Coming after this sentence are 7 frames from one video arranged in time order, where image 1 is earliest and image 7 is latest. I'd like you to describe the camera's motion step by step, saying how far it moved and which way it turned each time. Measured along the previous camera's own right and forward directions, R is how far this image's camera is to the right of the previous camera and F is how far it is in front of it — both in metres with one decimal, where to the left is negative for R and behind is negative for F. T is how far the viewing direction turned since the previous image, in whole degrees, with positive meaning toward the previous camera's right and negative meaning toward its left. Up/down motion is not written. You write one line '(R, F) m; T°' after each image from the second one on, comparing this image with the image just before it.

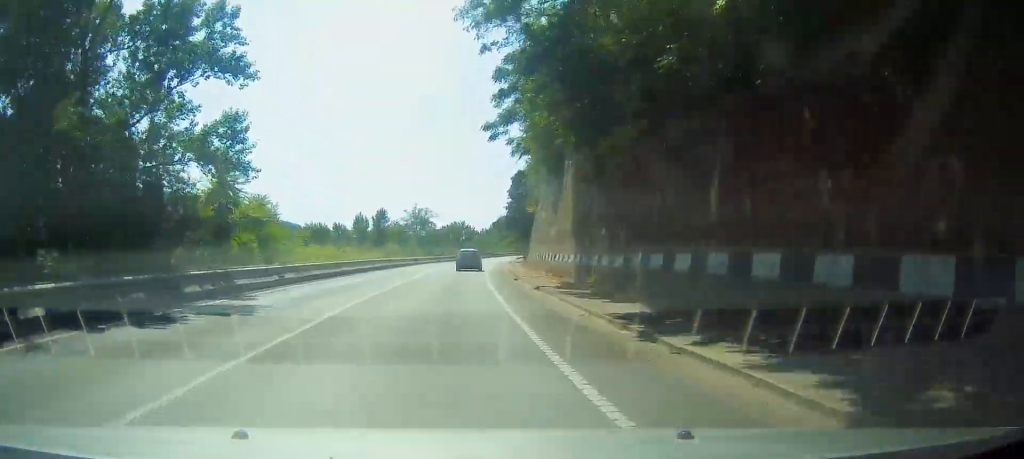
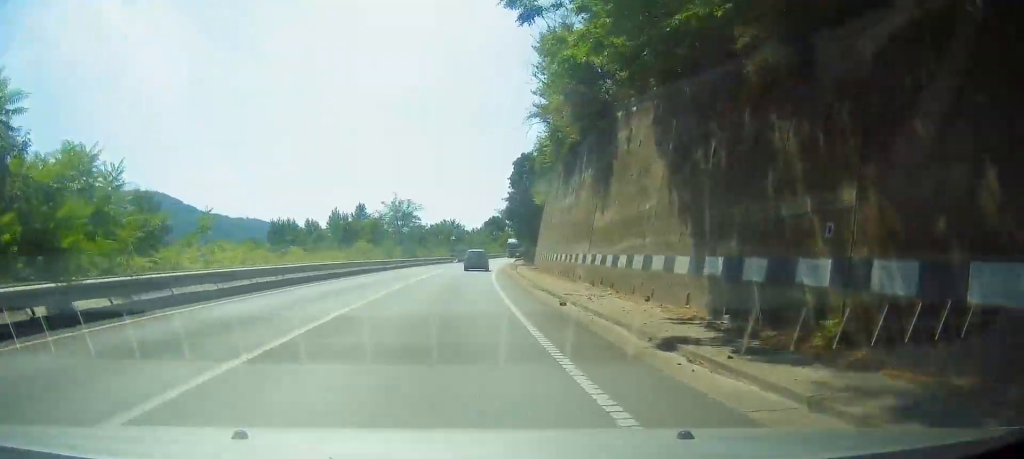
(+0.5, +15.5) m; +1°
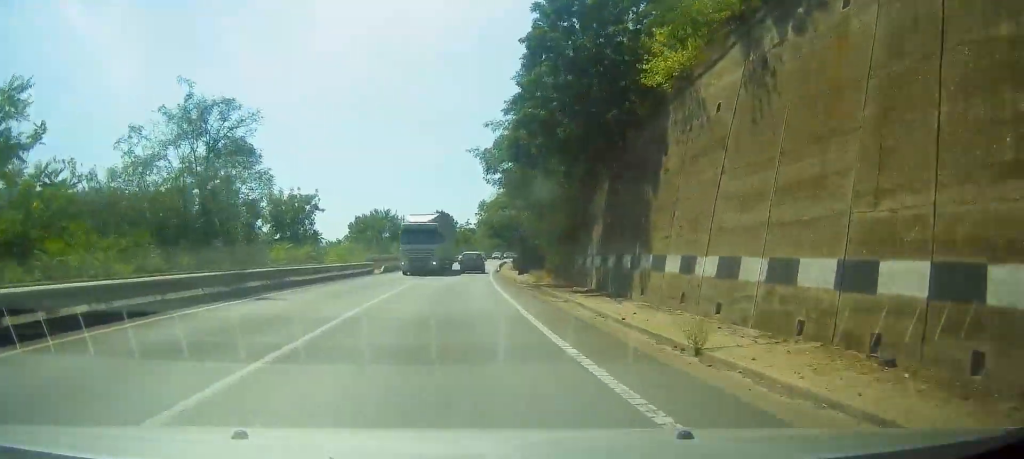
(+0.9, +46.6) m; +4°
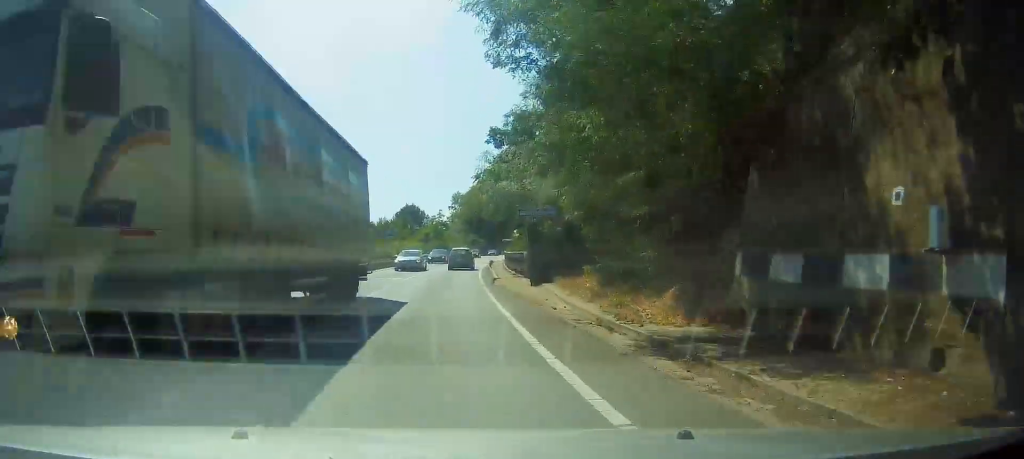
(+0.8, +19.0) m; +2°
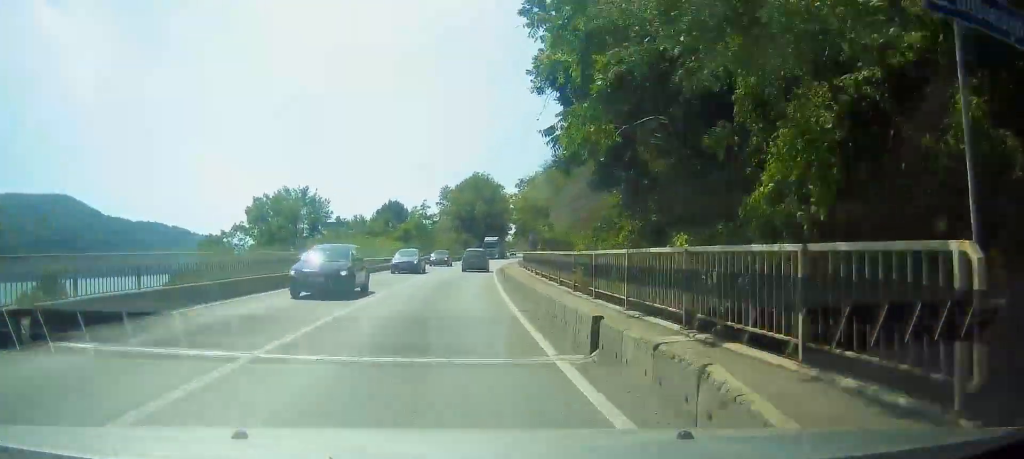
(+0.5, +24.0) m; +3°
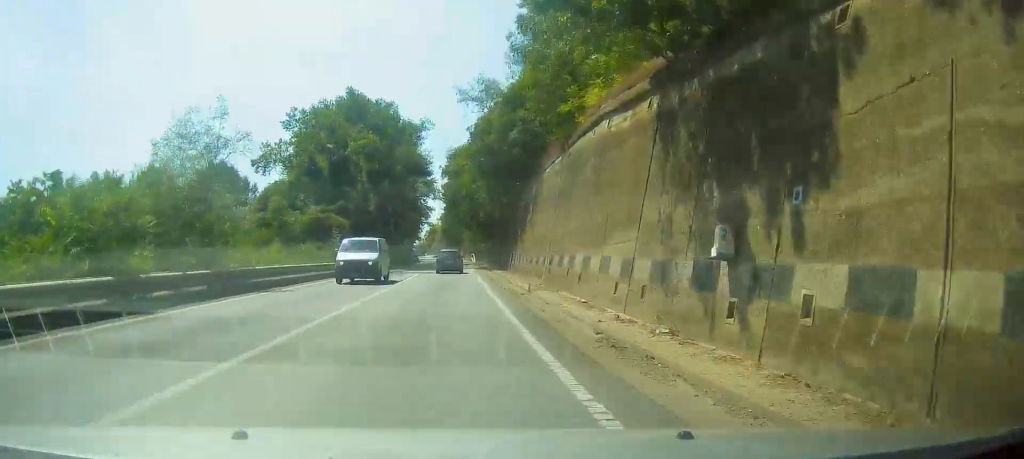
(+5.5, +80.4) m; +6°
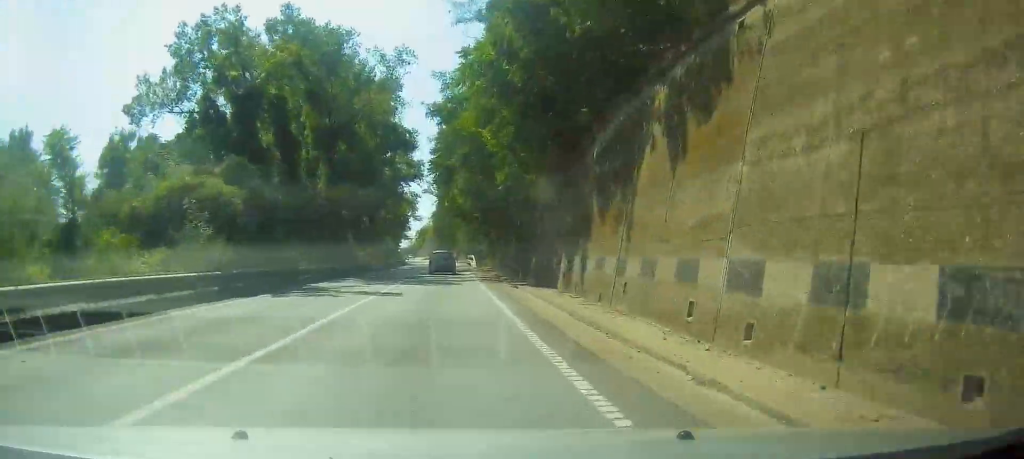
(+0.1, +22.5) m; 0°
